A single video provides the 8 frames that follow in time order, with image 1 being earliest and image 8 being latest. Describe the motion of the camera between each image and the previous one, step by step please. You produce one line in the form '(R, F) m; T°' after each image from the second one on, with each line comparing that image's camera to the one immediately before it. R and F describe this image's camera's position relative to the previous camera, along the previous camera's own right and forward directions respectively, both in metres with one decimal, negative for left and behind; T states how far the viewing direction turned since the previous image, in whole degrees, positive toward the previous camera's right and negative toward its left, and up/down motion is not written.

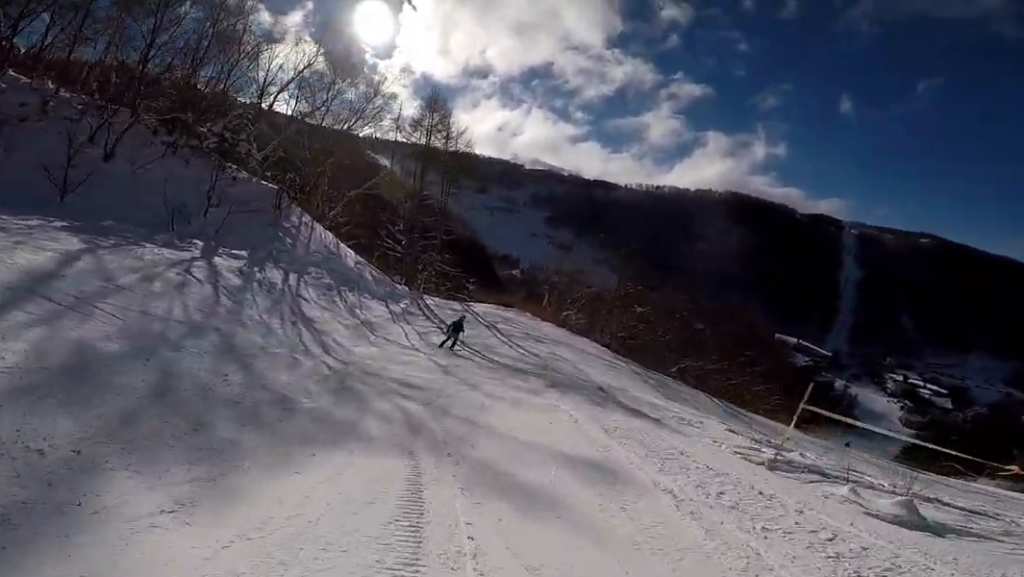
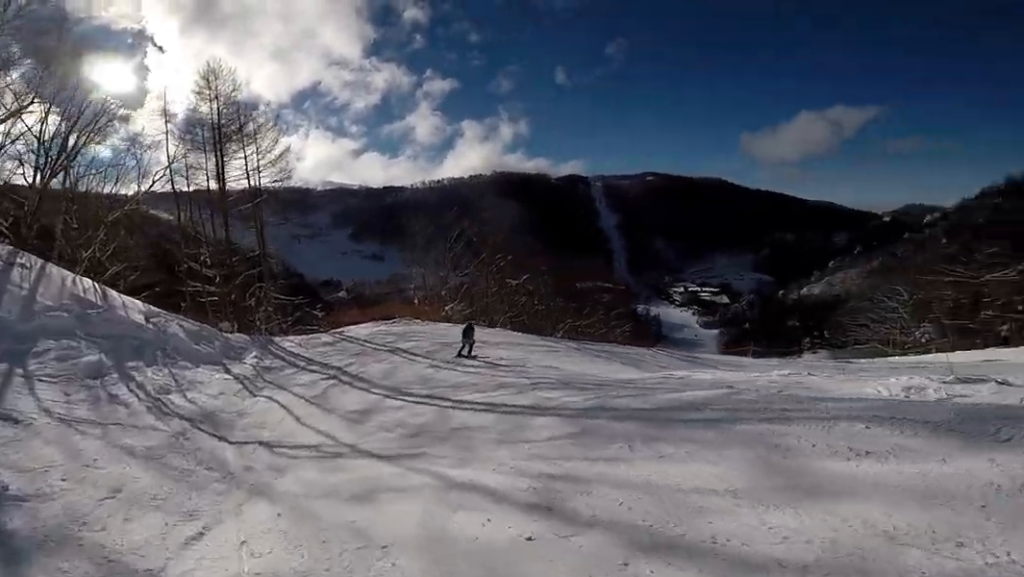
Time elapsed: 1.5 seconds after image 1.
(+2.0, +8.9) m; +24°
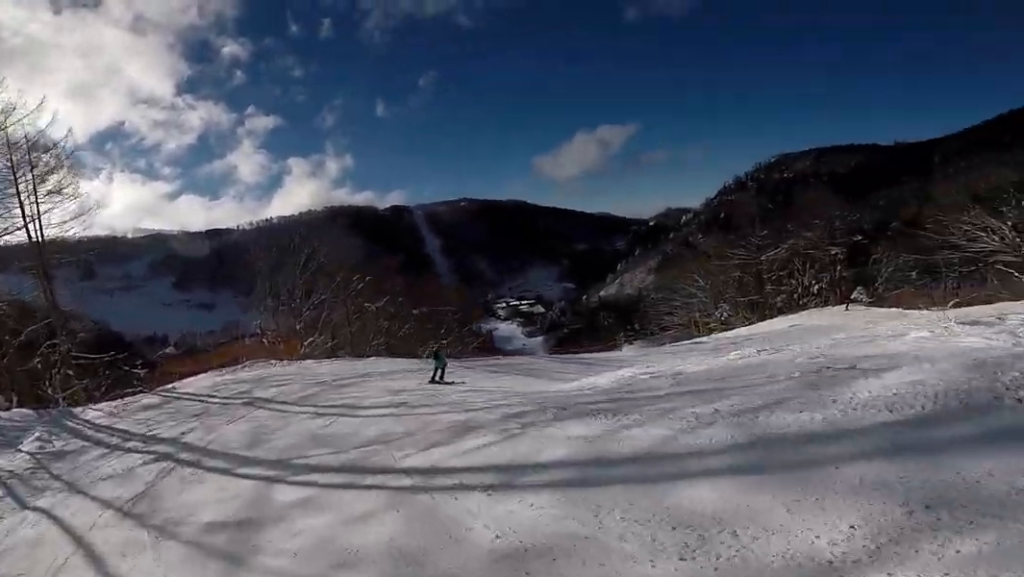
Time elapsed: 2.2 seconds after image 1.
(-0.1, +4.3) m; +12°
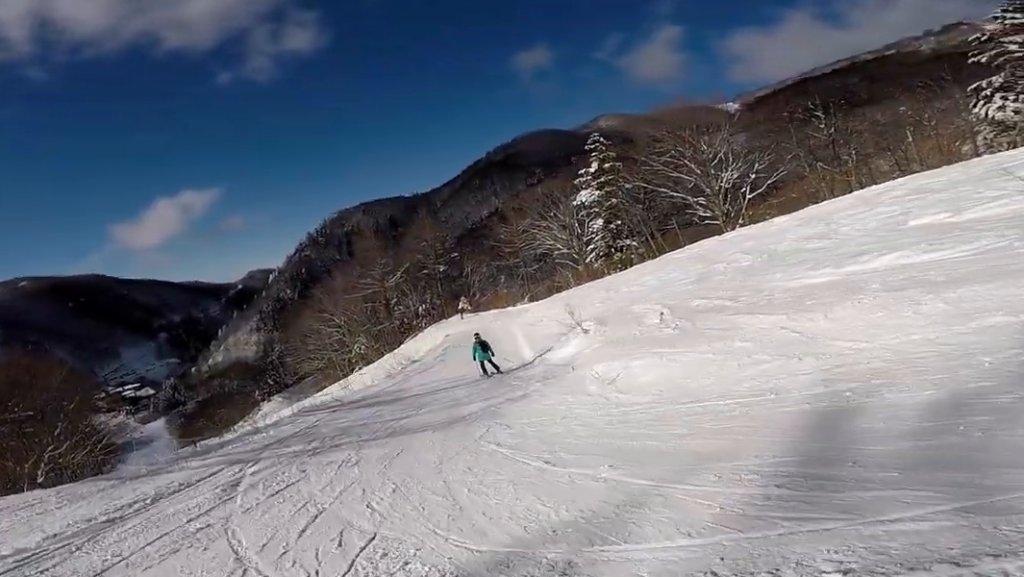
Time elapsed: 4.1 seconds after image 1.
(+5.5, +8.5) m; +66°
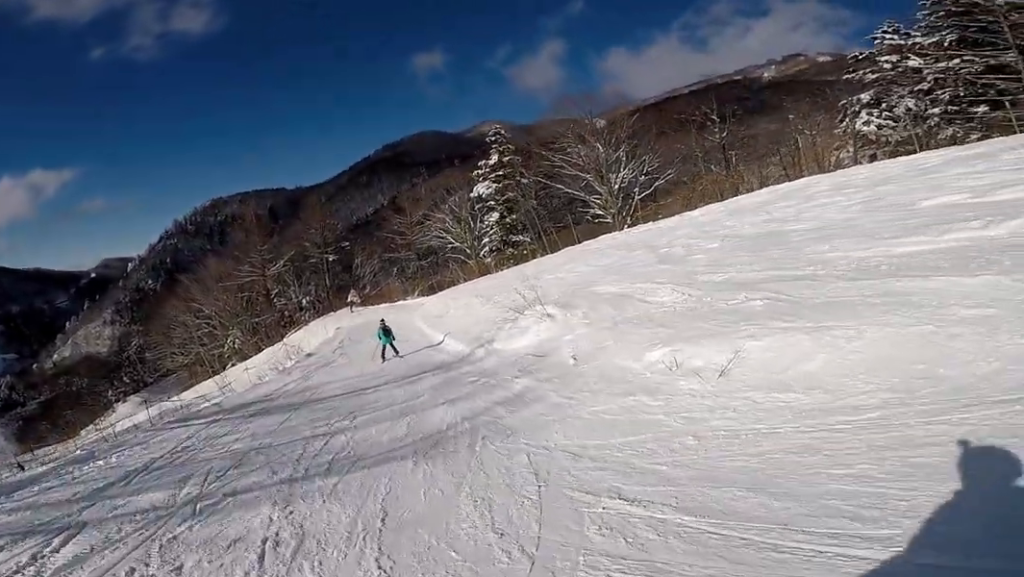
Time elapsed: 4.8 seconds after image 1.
(+0.9, +4.3) m; +4°
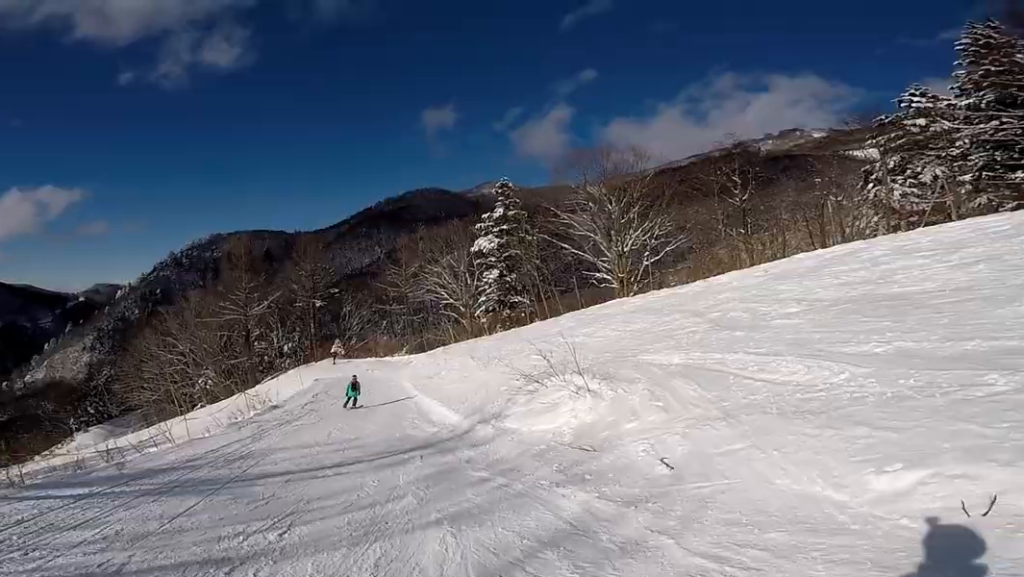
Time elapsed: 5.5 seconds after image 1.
(+0.2, +4.1) m; -4°
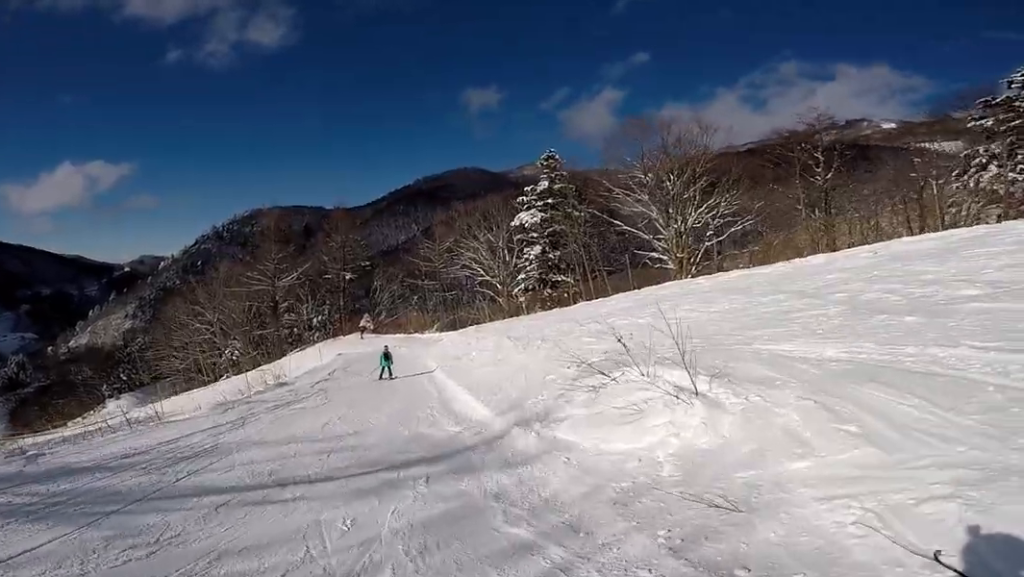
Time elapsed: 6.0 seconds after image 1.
(-0.8, +3.2) m; -3°
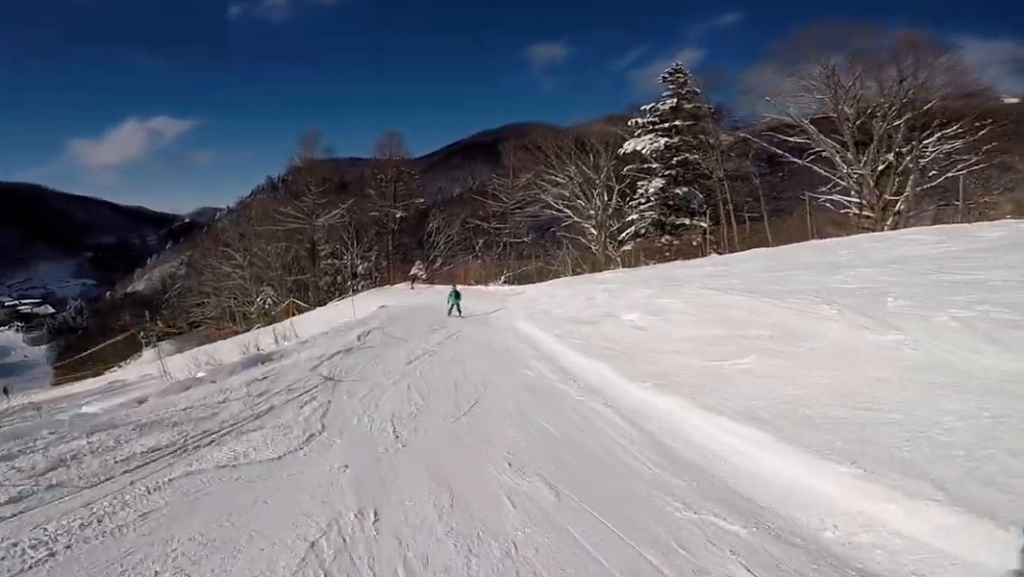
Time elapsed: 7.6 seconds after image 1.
(+1.1, +10.0) m; +12°
